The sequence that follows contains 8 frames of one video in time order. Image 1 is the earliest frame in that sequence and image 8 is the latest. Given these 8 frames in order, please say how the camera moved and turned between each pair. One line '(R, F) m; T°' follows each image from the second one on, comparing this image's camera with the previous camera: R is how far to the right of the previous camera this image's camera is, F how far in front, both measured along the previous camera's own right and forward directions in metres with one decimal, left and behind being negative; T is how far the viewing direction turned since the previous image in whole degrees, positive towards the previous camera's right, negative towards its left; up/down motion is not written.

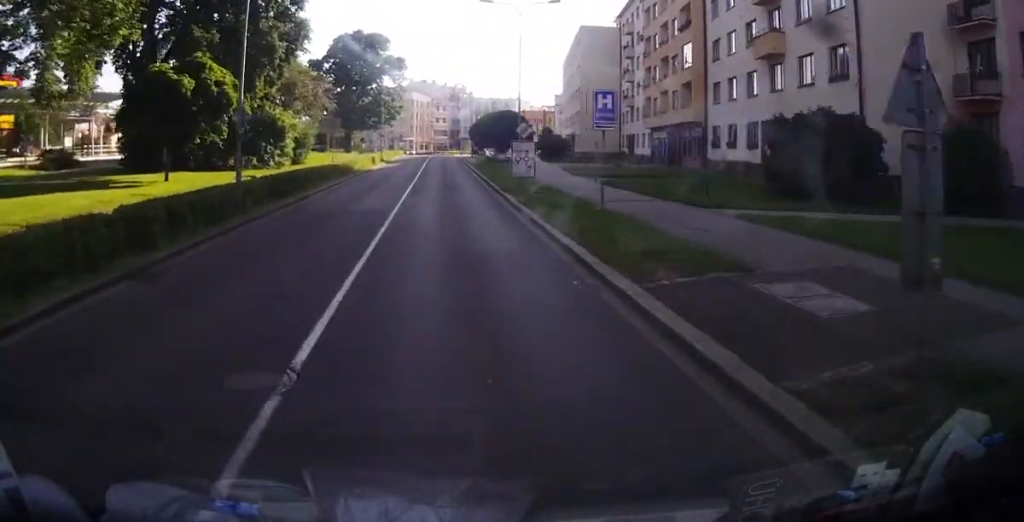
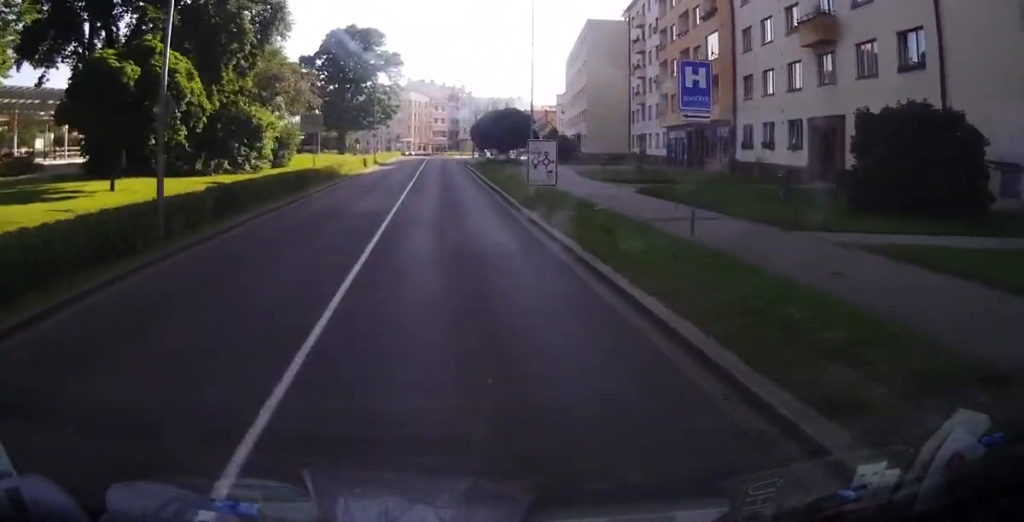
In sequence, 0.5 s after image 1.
(0.0, +6.3) m; 0°
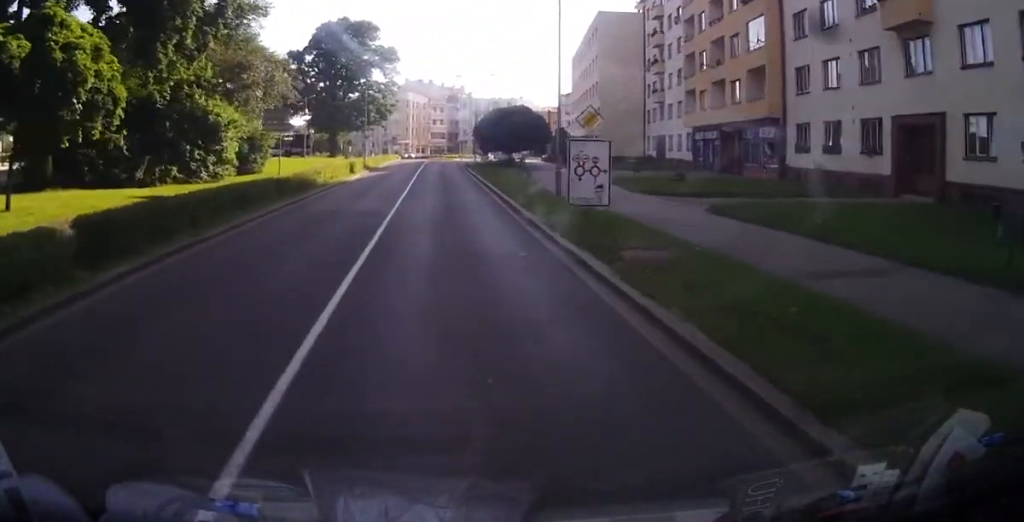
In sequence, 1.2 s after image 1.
(0.0, +8.4) m; 0°
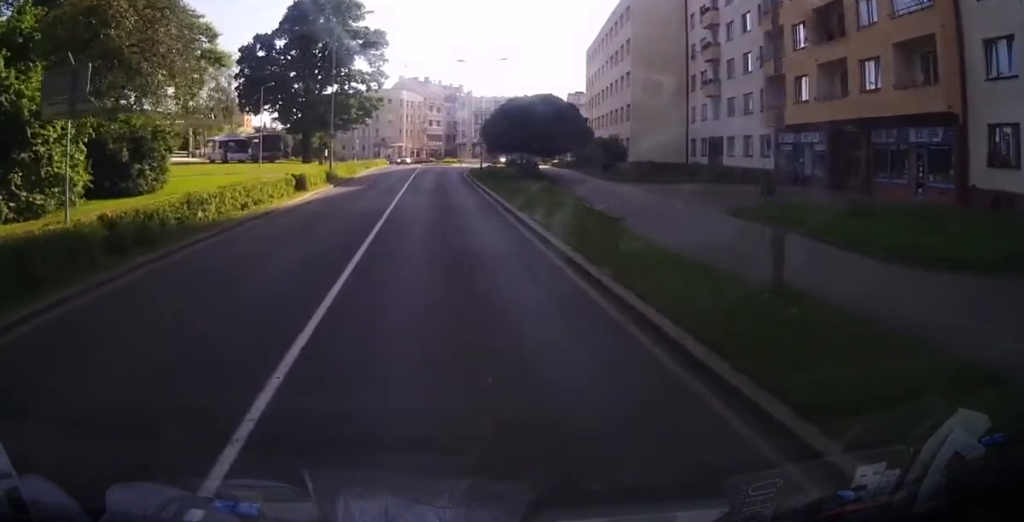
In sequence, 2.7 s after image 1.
(-0.2, +18.4) m; -2°
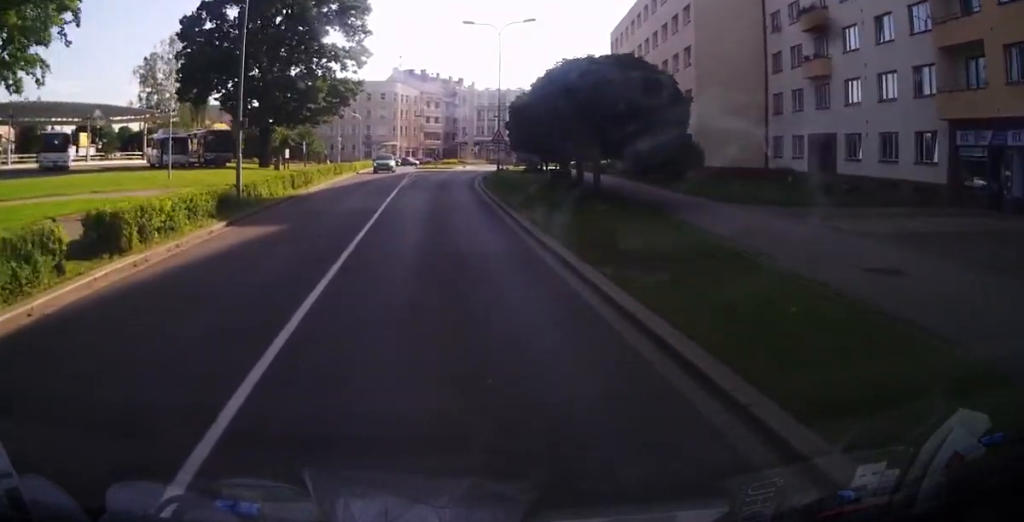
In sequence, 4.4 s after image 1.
(-0.1, +17.5) m; +2°
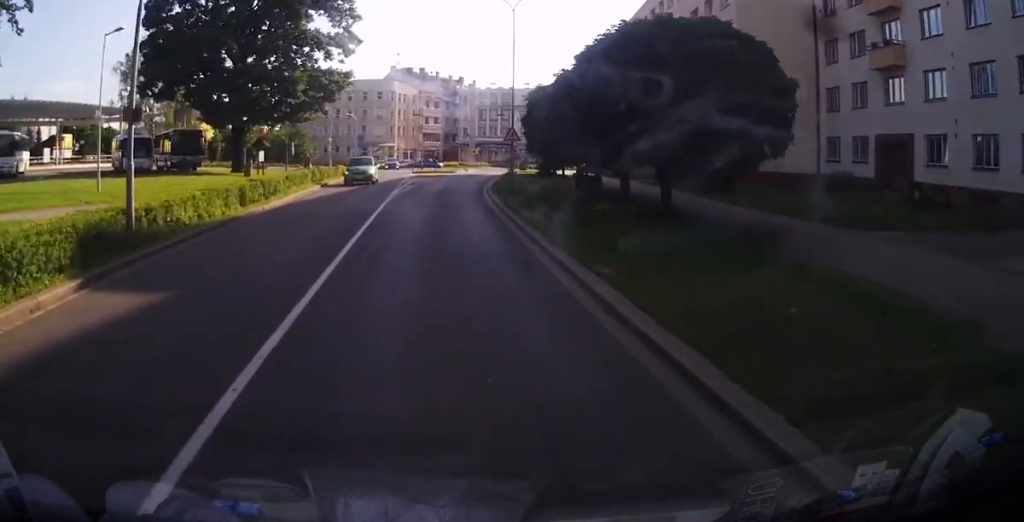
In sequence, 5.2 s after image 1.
(+0.3, +7.5) m; +2°
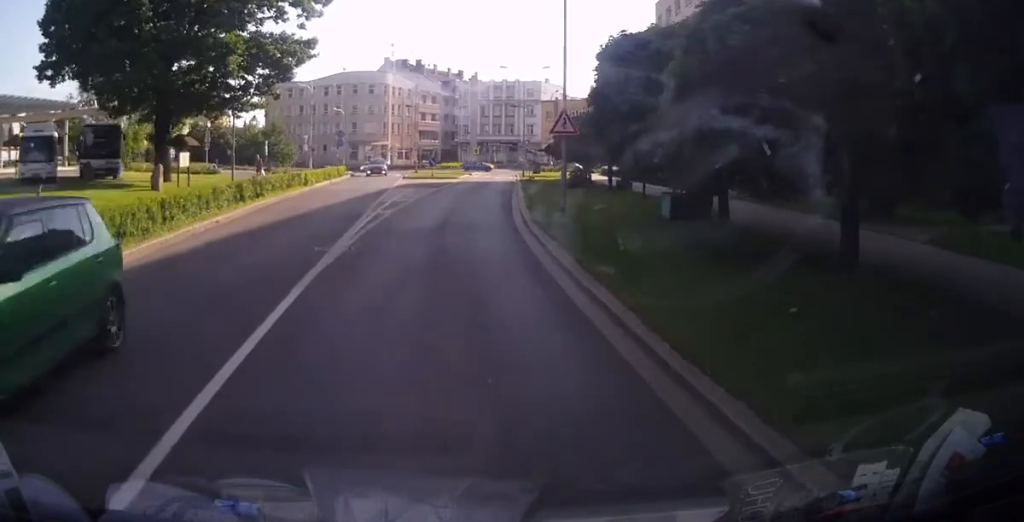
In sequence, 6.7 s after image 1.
(0.0, +12.7) m; 0°
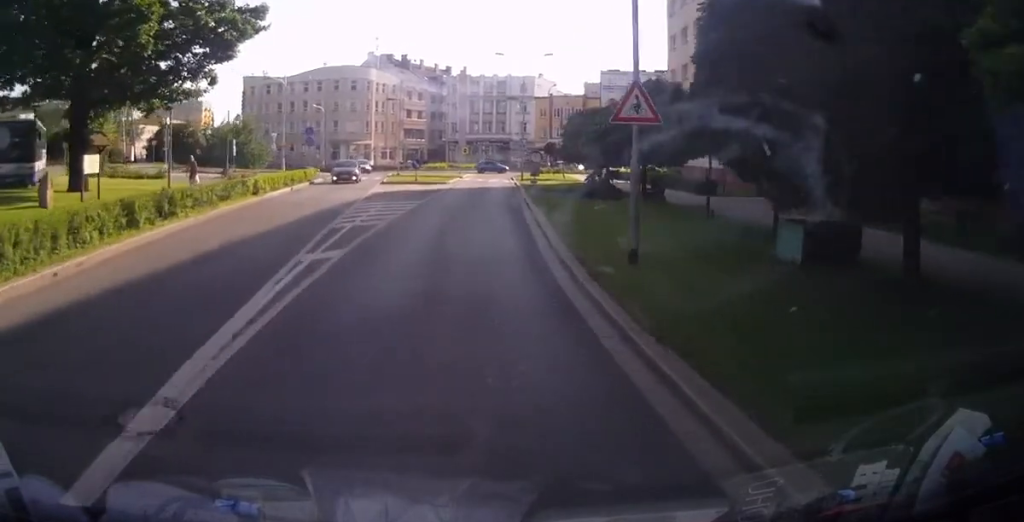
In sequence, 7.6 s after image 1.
(0.0, +6.8) m; 0°
